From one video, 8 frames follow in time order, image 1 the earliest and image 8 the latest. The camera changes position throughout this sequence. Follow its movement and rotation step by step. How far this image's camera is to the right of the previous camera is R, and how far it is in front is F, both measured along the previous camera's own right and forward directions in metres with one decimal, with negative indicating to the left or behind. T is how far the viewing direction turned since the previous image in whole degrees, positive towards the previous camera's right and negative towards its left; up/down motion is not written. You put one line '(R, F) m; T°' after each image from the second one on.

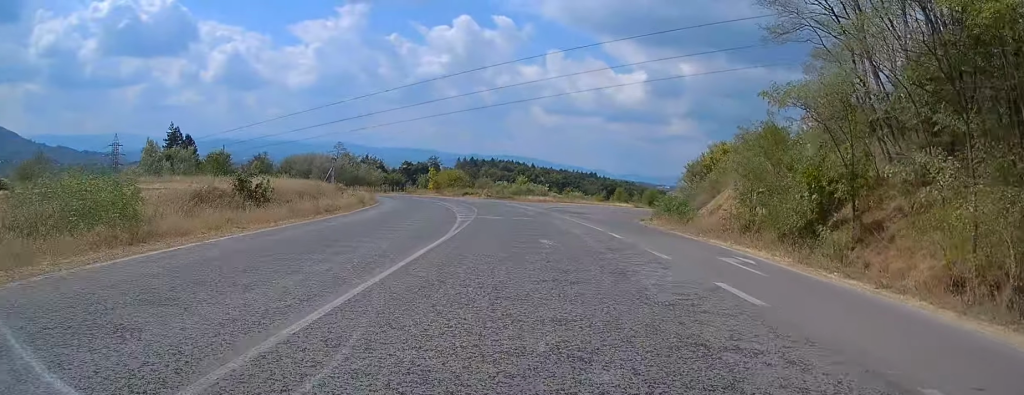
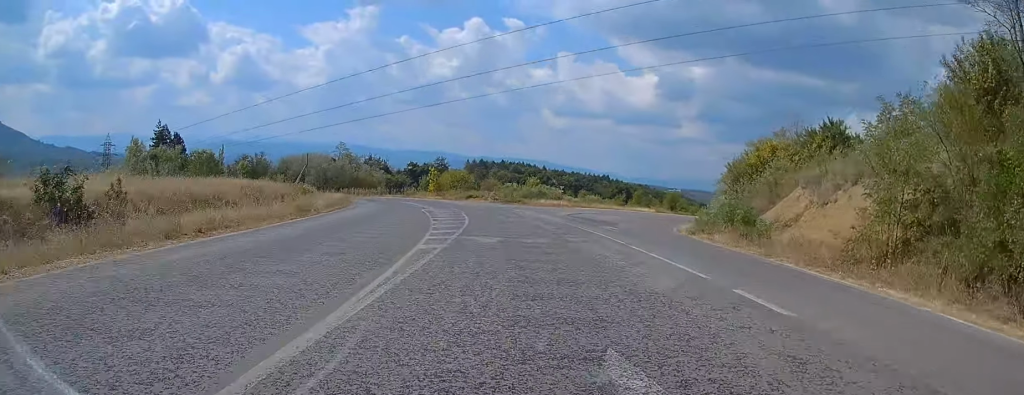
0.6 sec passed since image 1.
(+0.2, +12.5) m; -2°
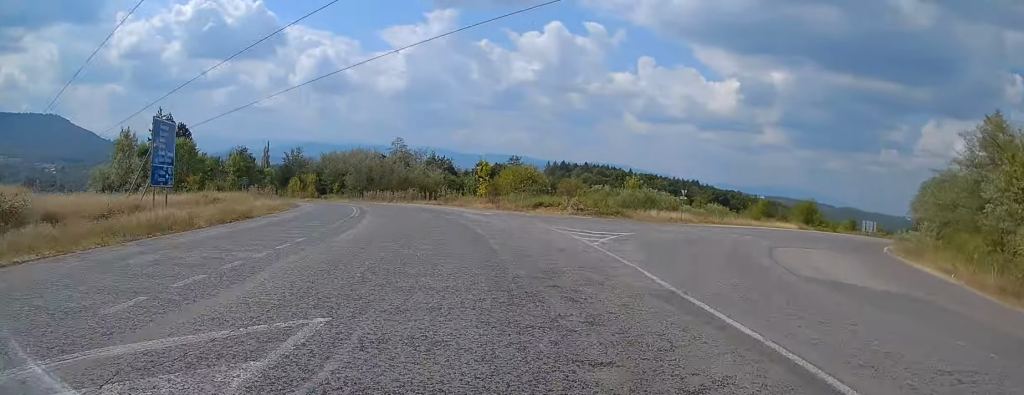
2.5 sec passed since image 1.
(-1.9, +35.5) m; -7°
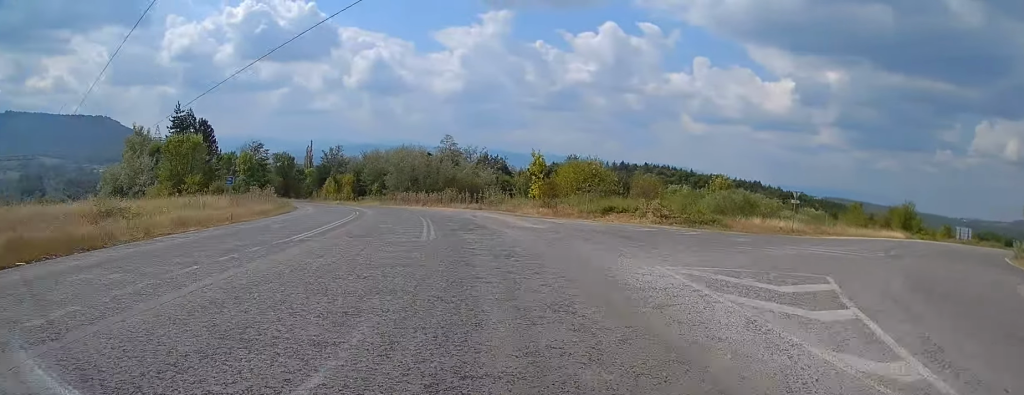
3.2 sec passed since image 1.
(-0.7, +14.5) m; -4°
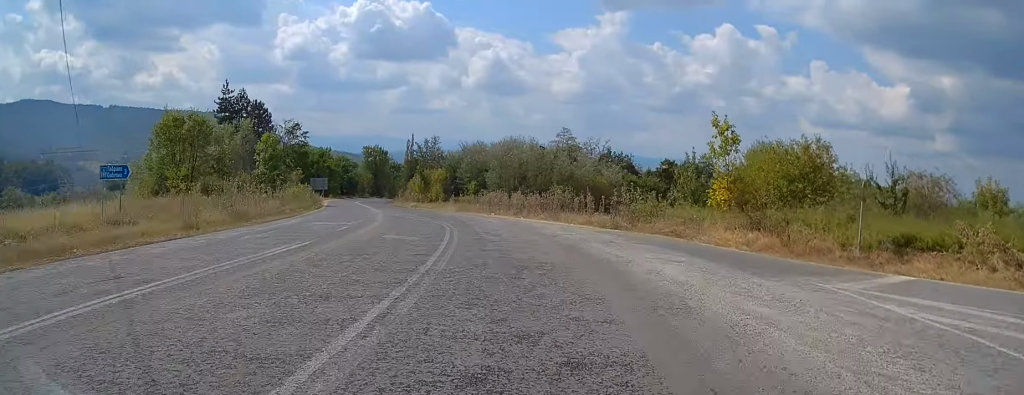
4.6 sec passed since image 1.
(-1.4, +26.2) m; -8°
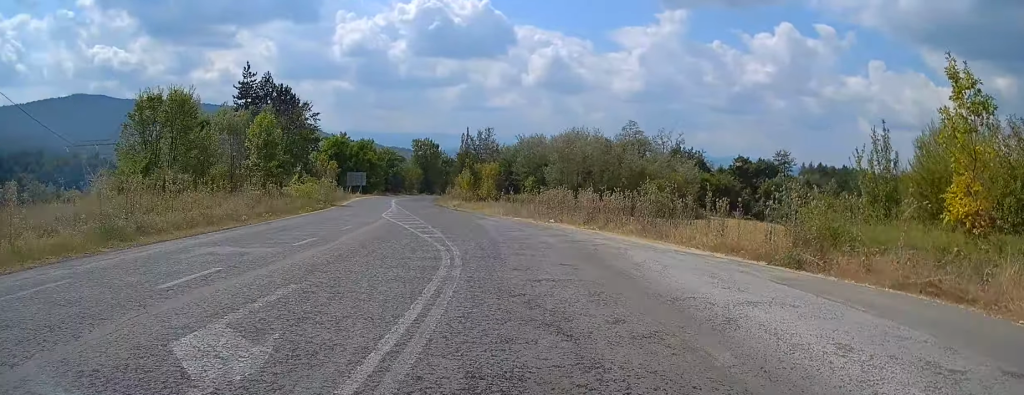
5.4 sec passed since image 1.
(-1.1, +13.5) m; -5°
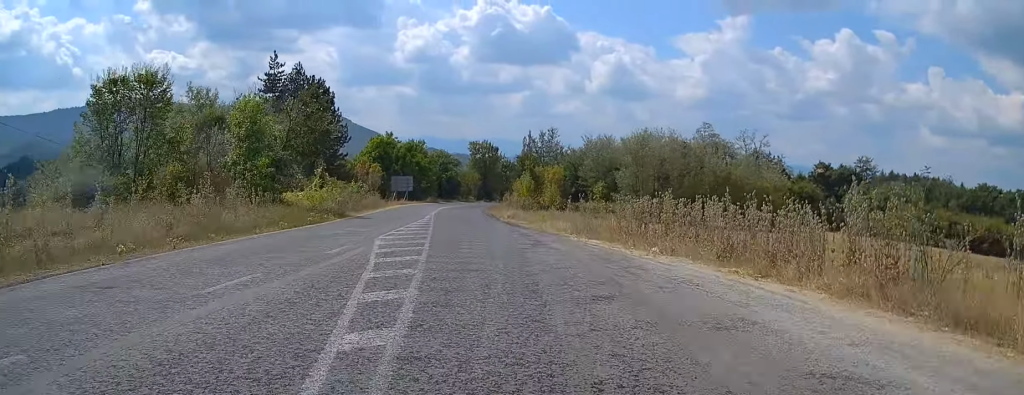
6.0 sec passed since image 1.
(-0.5, +12.3) m; -4°
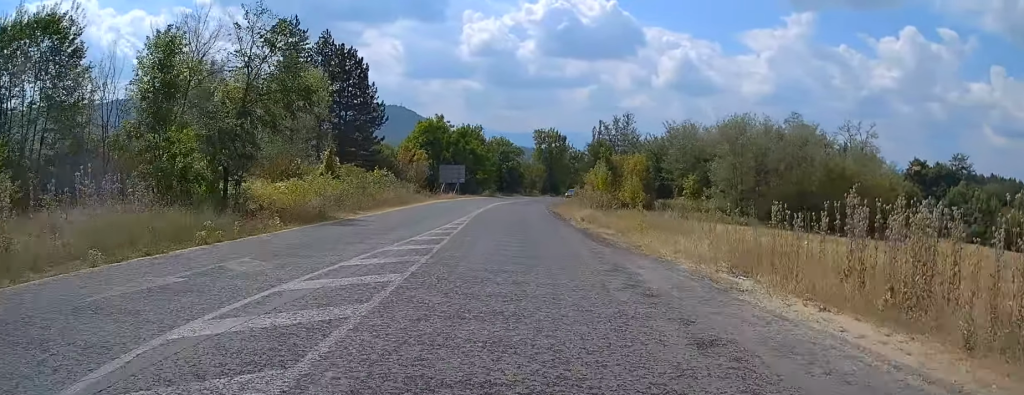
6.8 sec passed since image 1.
(+0.1, +14.6) m; -4°
